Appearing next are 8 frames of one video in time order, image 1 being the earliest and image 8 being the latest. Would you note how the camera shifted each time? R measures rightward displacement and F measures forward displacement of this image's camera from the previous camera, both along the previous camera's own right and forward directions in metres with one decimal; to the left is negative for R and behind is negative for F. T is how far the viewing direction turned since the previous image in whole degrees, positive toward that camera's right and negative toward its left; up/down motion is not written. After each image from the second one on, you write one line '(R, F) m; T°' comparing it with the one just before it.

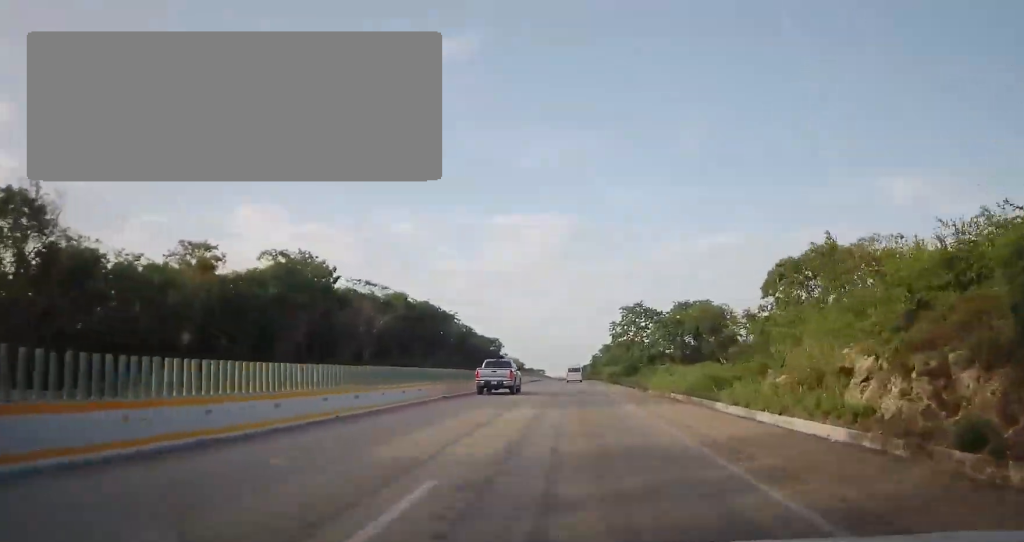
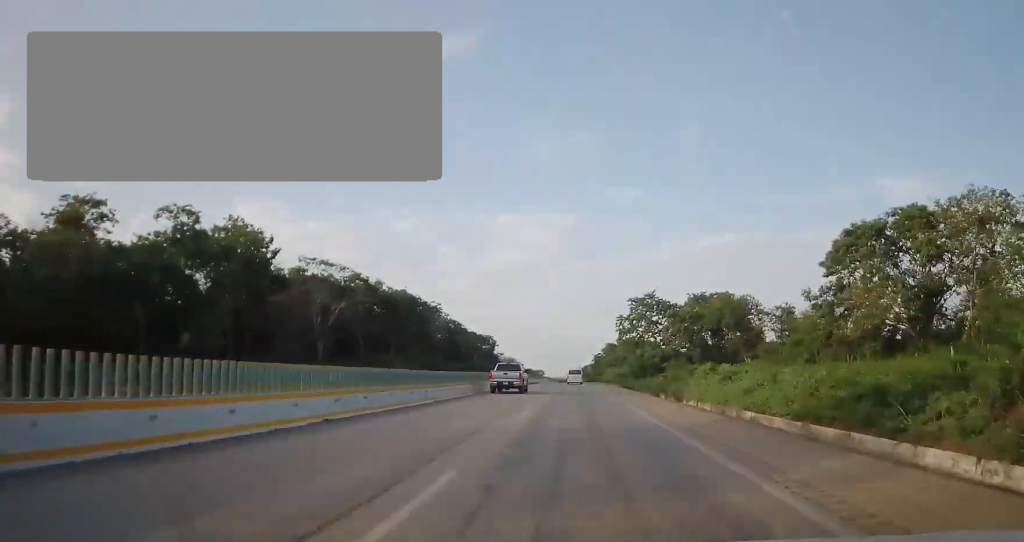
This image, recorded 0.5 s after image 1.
(0.0, +14.3) m; 0°
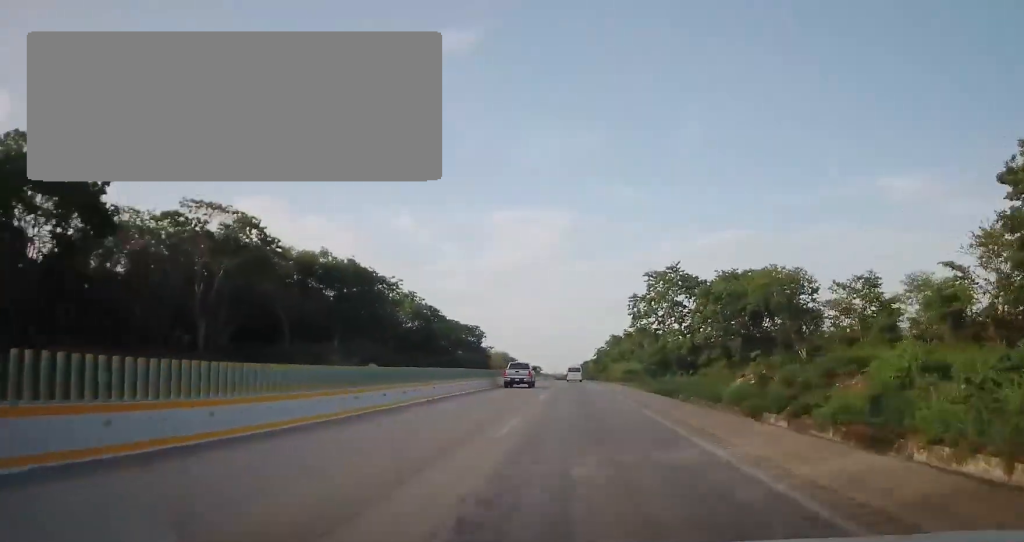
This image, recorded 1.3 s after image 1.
(+0.2, +21.1) m; 0°
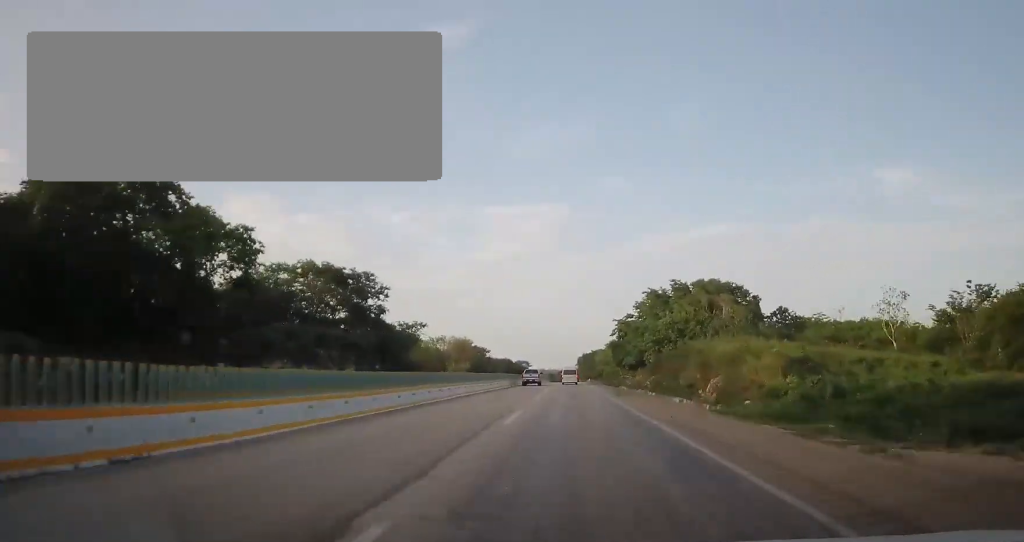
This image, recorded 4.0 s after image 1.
(-0.8, +73.0) m; -1°
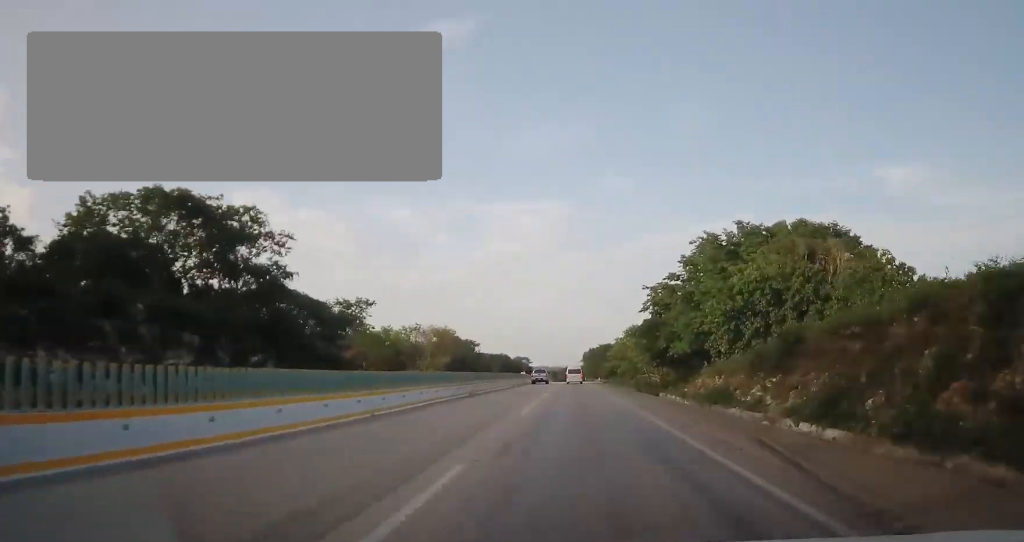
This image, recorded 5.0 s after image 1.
(+0.5, +27.0) m; +2°
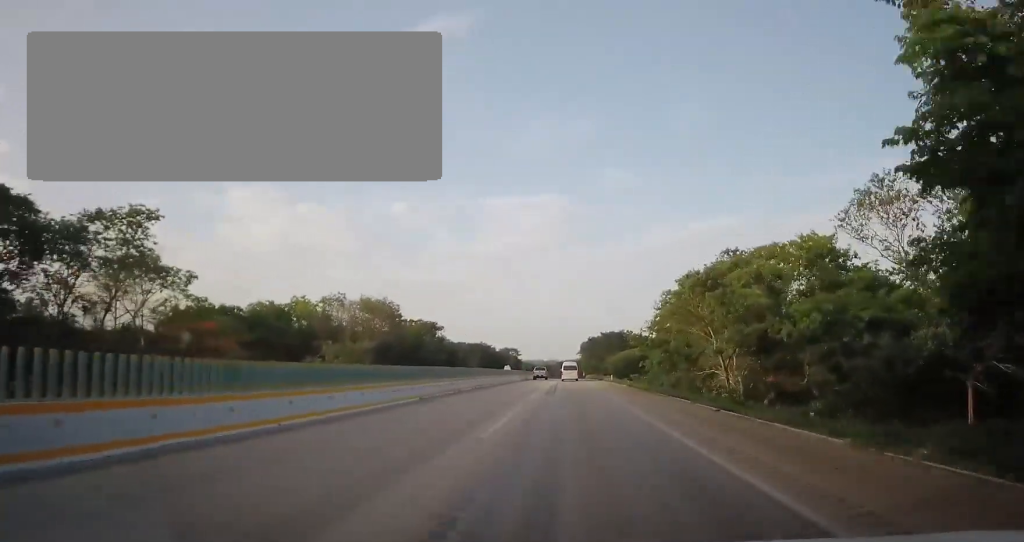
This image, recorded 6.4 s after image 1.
(+0.6, +37.2) m; +1°
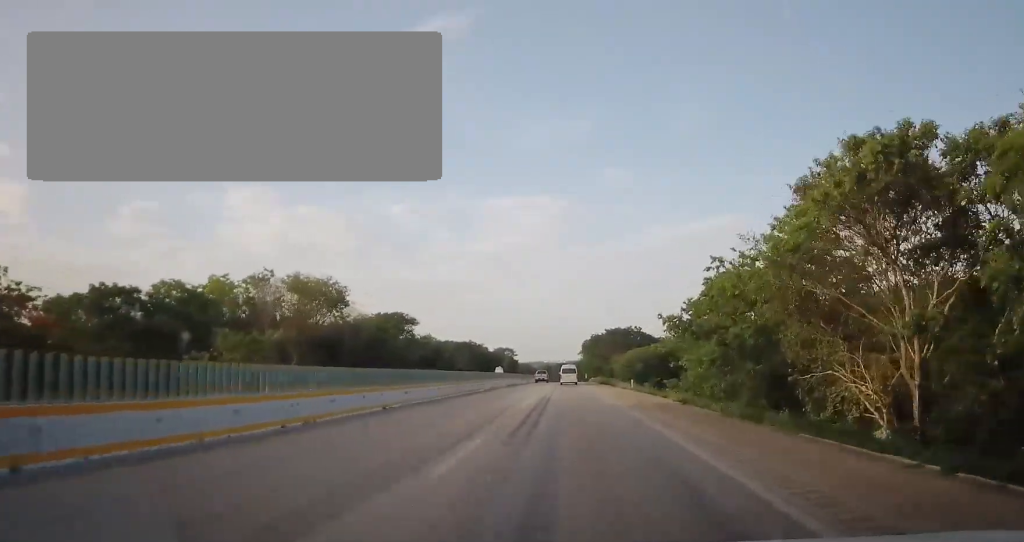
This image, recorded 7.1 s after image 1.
(0.0, +19.8) m; 0°
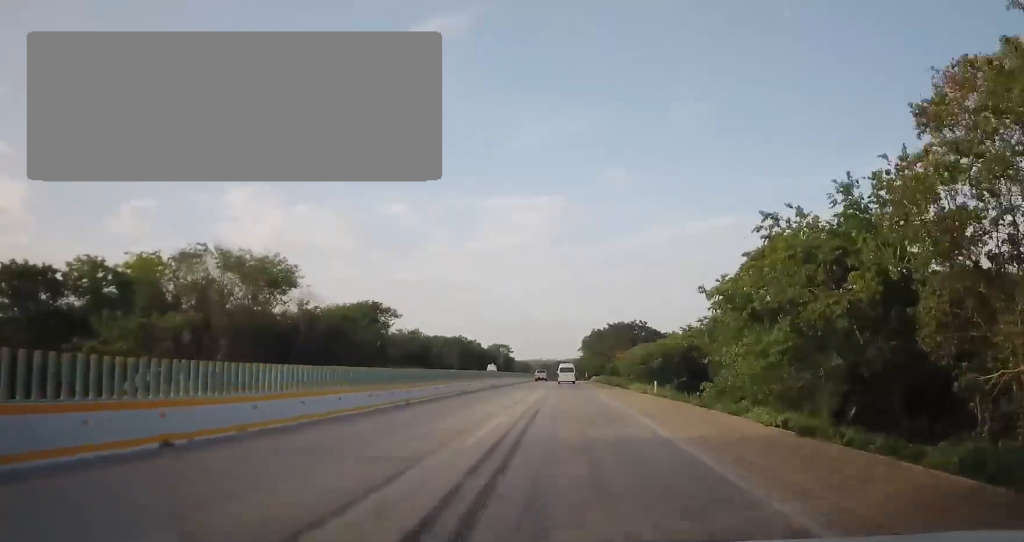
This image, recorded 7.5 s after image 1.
(0.0, +11.7) m; -1°
